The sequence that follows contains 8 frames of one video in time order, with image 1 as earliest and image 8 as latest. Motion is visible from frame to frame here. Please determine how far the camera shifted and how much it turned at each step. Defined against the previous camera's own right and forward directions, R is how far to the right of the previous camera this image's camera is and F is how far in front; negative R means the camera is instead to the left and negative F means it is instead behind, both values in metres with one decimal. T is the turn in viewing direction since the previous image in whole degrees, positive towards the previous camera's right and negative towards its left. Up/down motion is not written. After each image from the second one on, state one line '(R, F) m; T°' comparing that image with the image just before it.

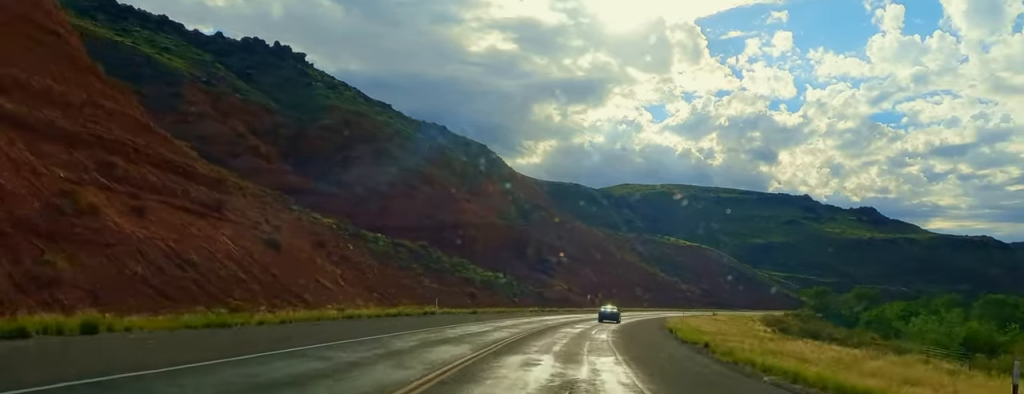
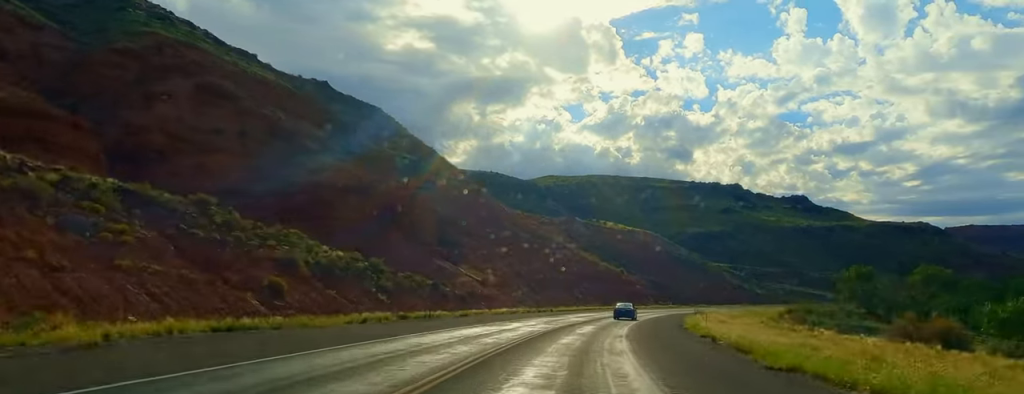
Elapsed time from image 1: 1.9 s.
(+3.0, +51.8) m; +8°
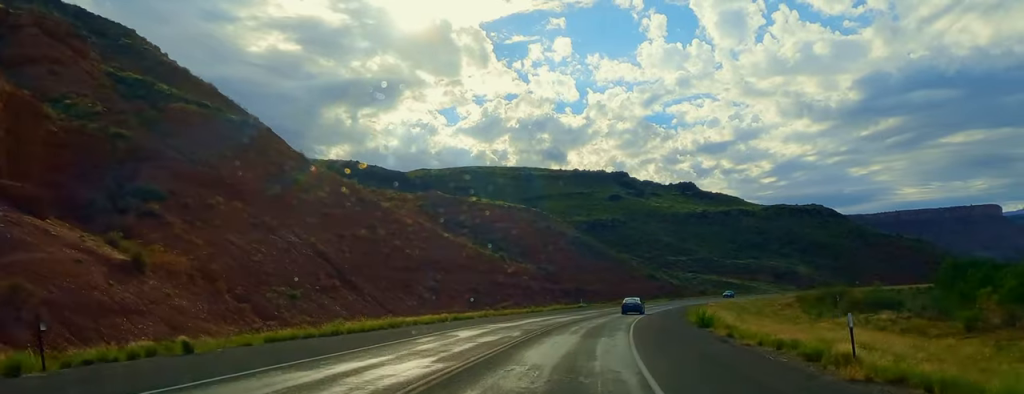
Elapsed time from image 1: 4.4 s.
(+6.1, +65.7) m; +9°
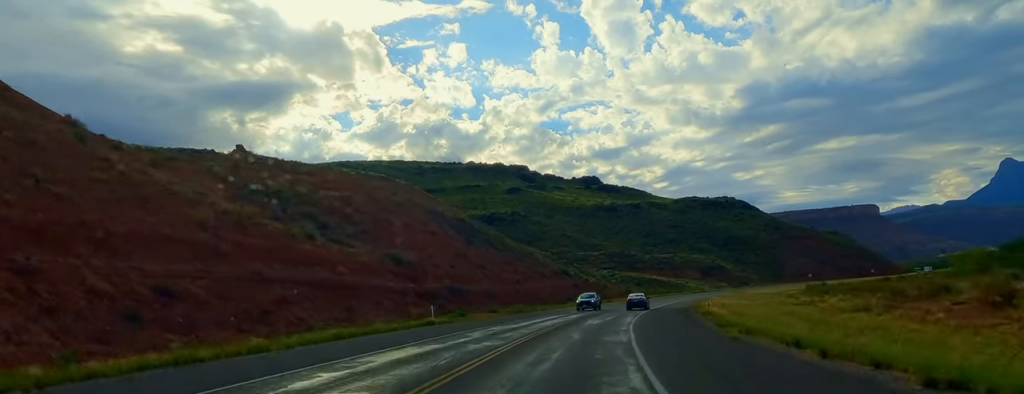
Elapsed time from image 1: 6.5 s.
(+3.6, +55.6) m; +8°
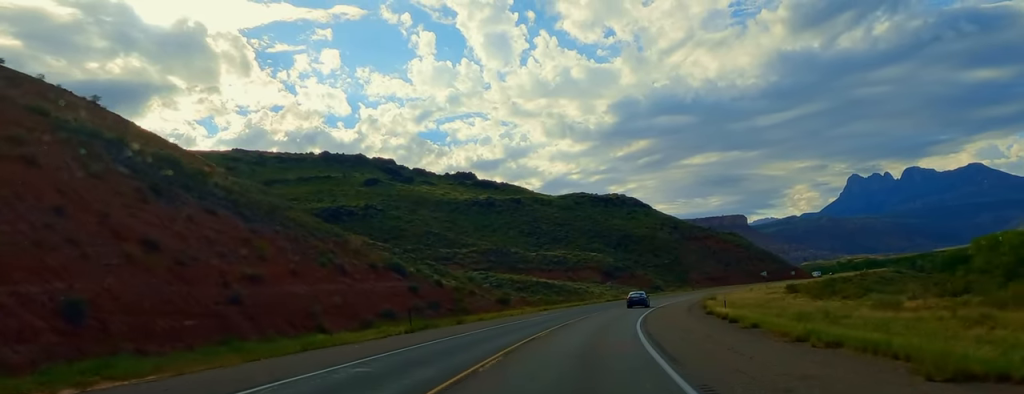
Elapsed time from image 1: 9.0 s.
(+5.3, +66.2) m; +9°
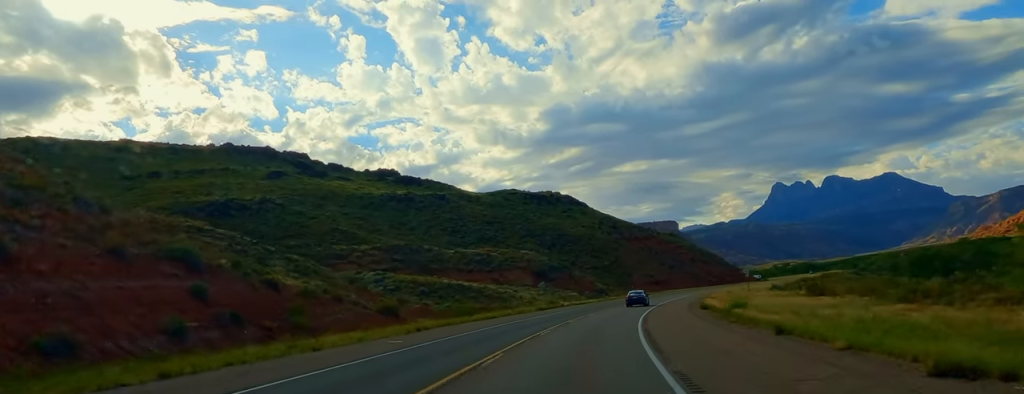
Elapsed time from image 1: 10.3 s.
(+1.7, +35.3) m; +5°
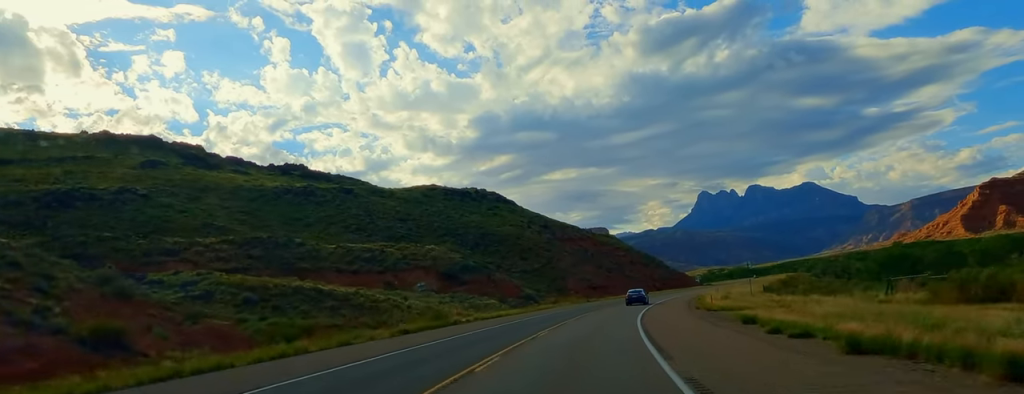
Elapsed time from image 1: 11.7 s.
(+1.4, +37.2) m; +5°
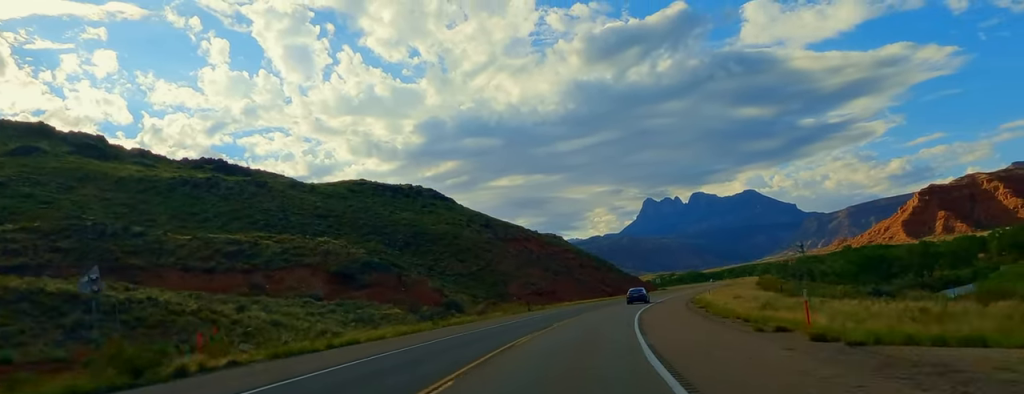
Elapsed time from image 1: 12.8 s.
(+1.2, +29.2) m; +4°
